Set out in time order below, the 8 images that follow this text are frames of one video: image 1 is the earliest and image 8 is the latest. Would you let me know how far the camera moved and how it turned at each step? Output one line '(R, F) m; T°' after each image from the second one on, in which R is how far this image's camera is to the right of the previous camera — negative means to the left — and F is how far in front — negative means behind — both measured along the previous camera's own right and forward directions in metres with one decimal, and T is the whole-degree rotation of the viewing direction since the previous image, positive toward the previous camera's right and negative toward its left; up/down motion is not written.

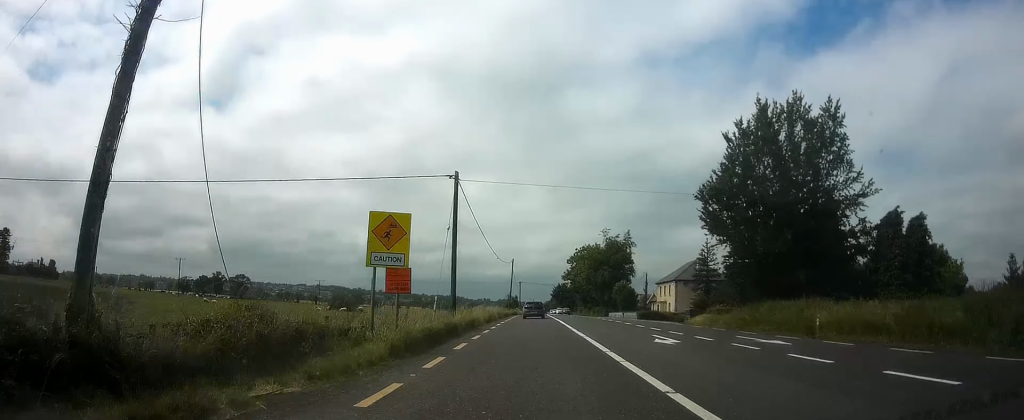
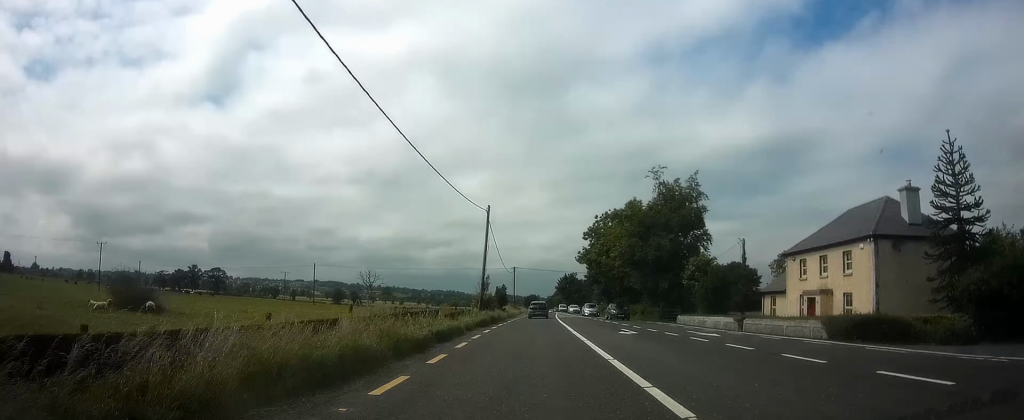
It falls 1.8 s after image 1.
(+0.3, +38.4) m; 0°
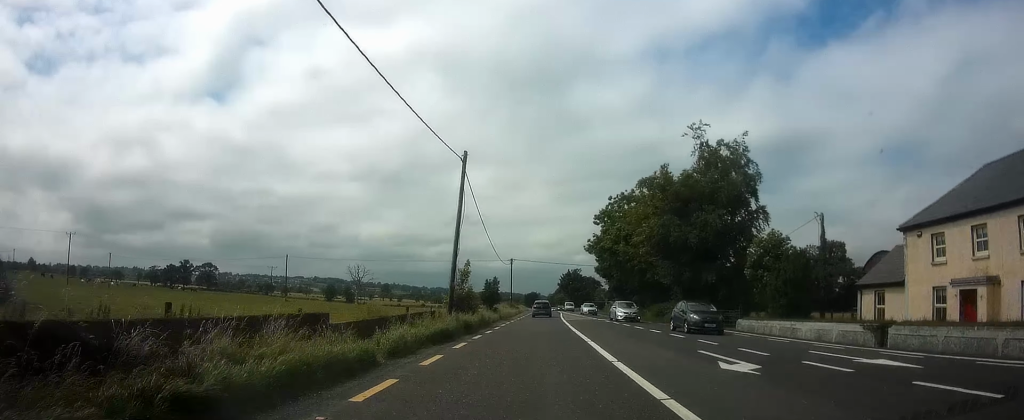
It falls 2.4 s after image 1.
(-0.1, +12.8) m; -1°
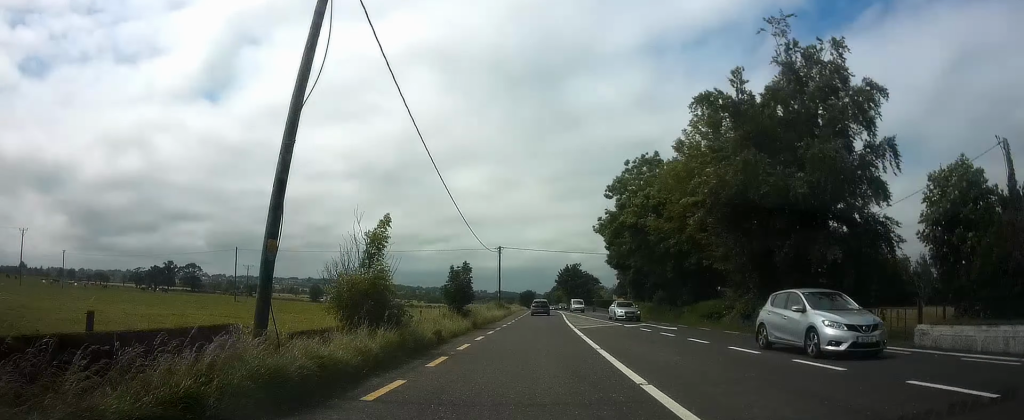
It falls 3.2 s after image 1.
(0.0, +15.6) m; +1°
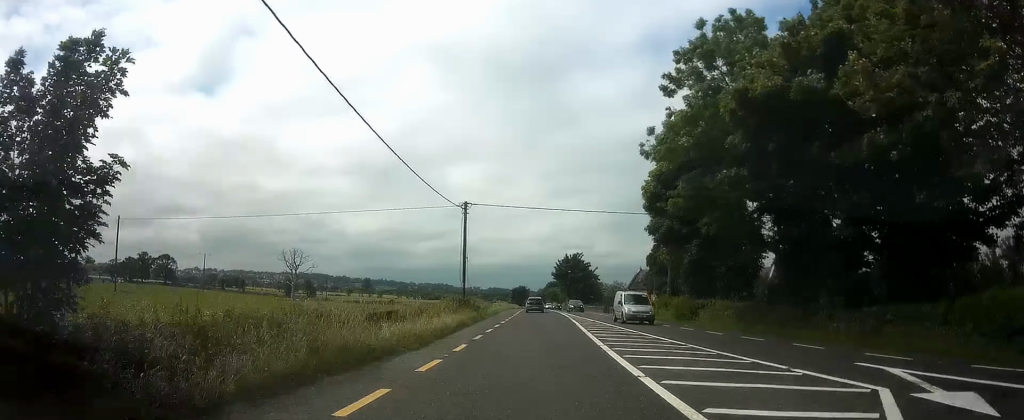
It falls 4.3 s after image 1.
(+0.4, +24.8) m; 0°
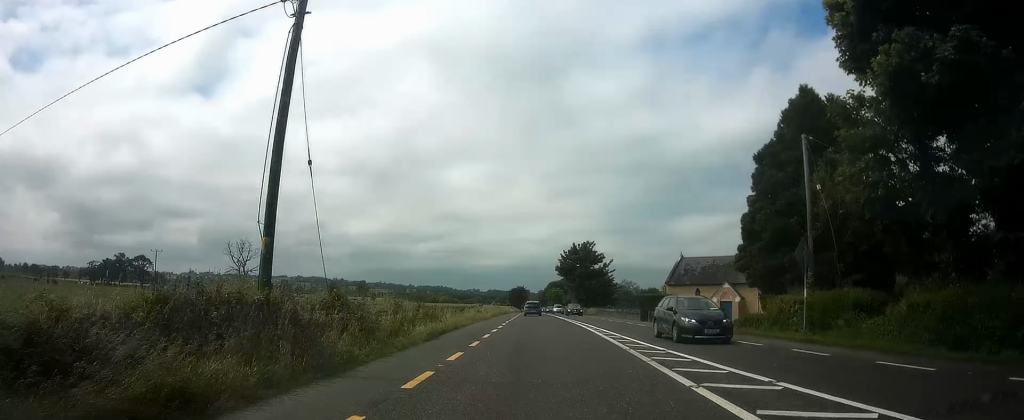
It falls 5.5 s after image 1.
(-0.3, +25.5) m; 0°
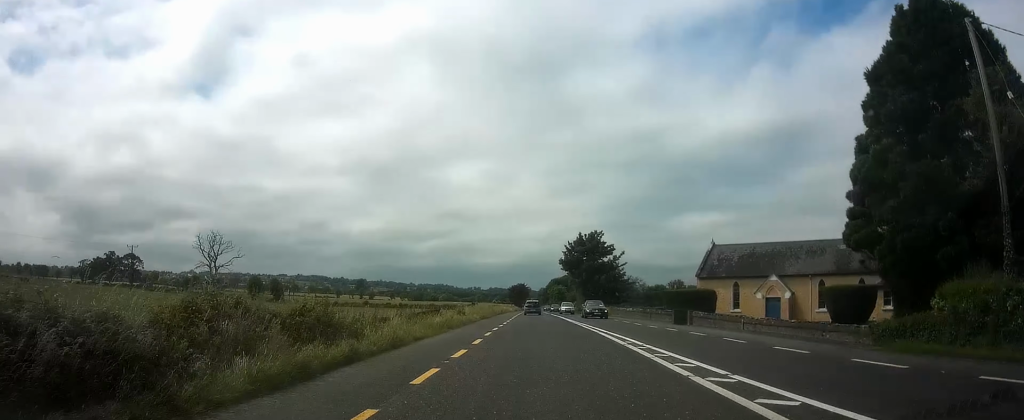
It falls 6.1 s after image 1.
(+0.2, +11.4) m; +1°
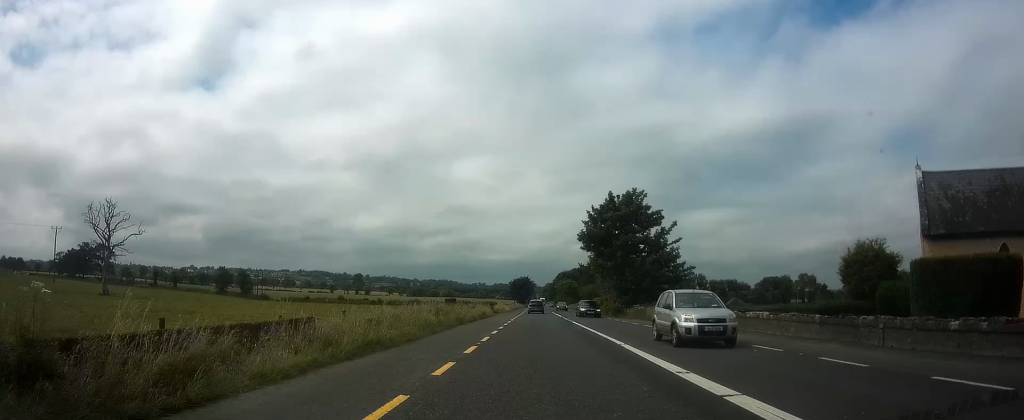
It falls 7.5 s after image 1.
(+0.1, +30.7) m; -1°
